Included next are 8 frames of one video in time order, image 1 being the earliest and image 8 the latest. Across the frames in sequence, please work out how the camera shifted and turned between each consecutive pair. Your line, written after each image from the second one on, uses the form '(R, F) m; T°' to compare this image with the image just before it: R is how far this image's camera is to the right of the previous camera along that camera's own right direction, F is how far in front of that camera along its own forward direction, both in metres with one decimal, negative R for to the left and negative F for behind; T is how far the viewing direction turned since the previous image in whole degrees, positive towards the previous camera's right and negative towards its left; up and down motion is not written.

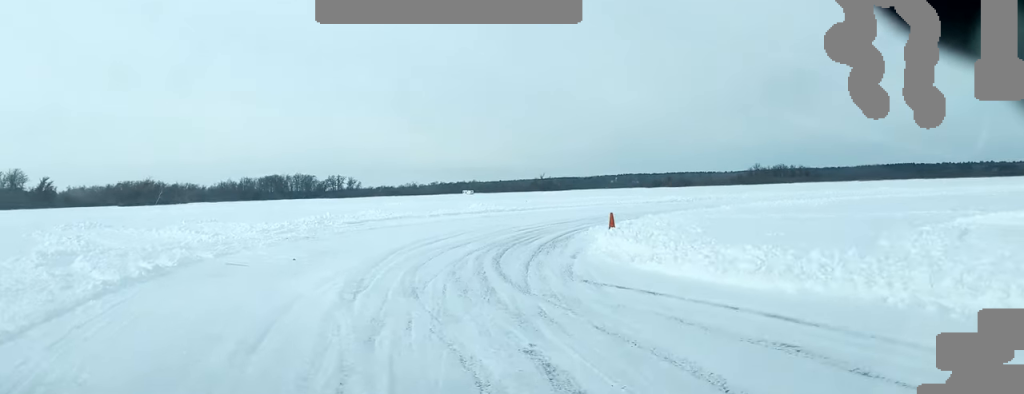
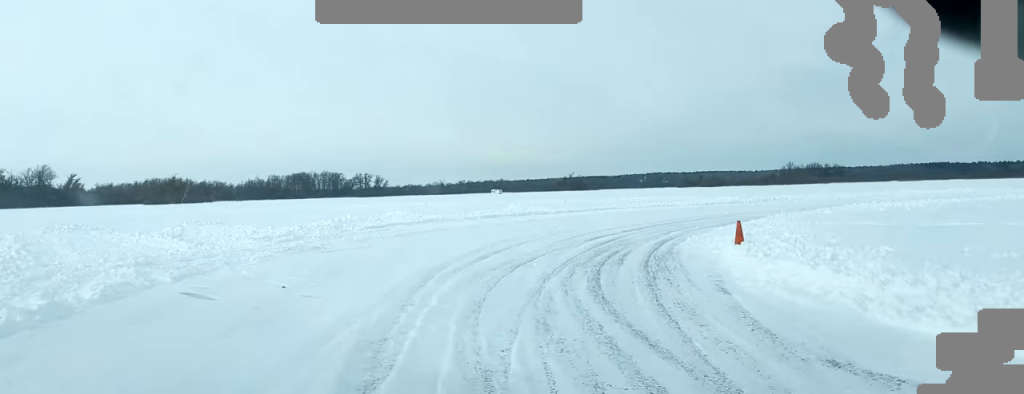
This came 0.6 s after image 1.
(-0.5, +7.2) m; 0°
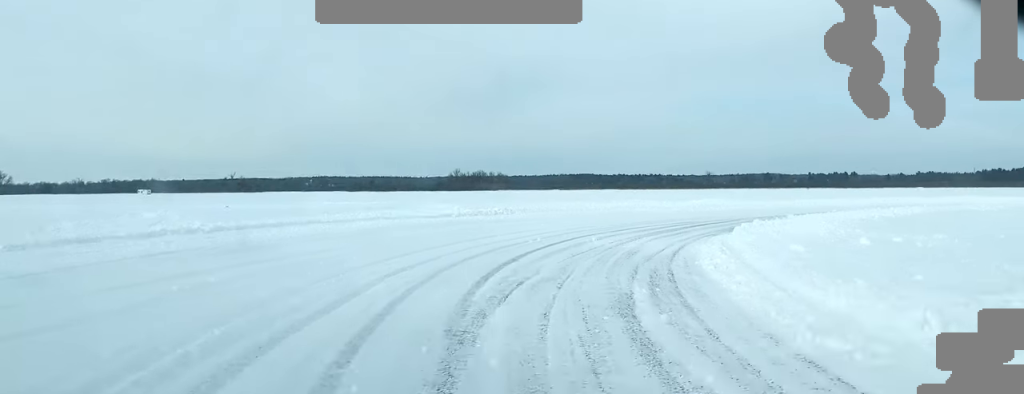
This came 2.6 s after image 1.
(+3.3, +21.8) m; +20°
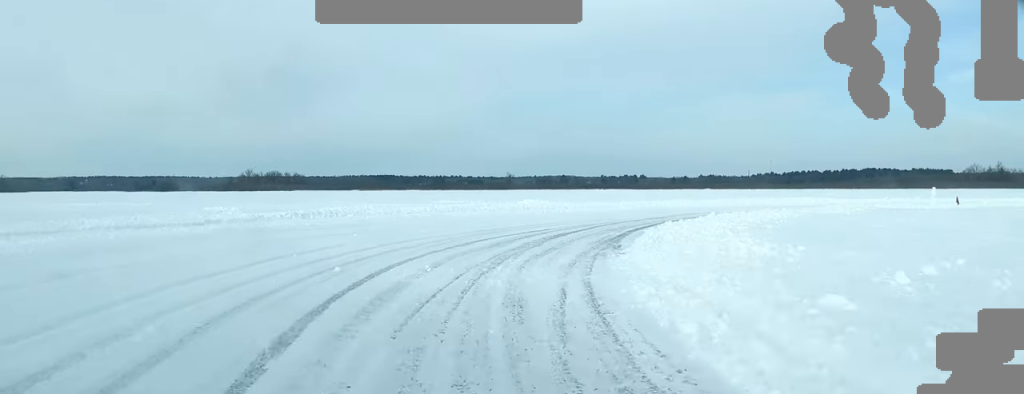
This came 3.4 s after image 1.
(+1.0, +9.7) m; +10°
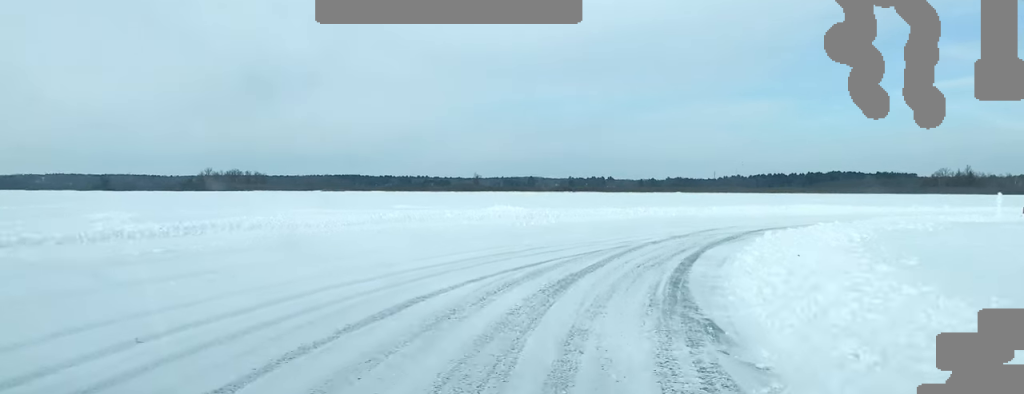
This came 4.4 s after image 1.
(+1.1, +11.8) m; +9°
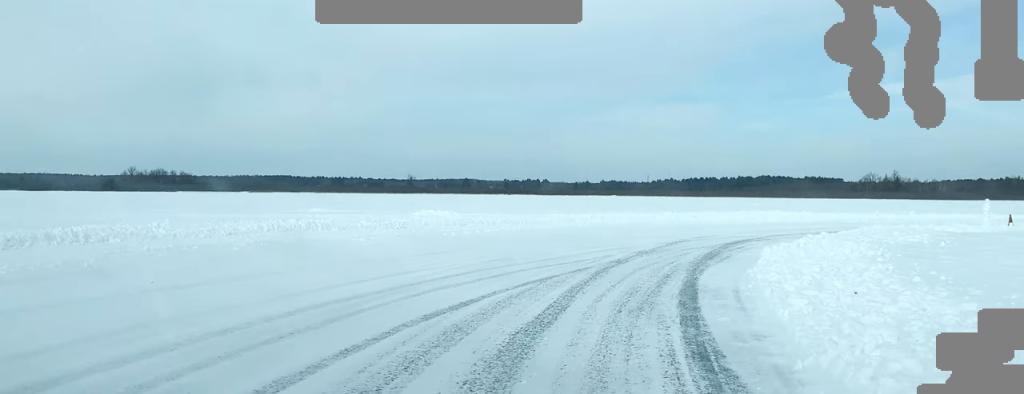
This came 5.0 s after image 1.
(+0.2, +6.3) m; +4°
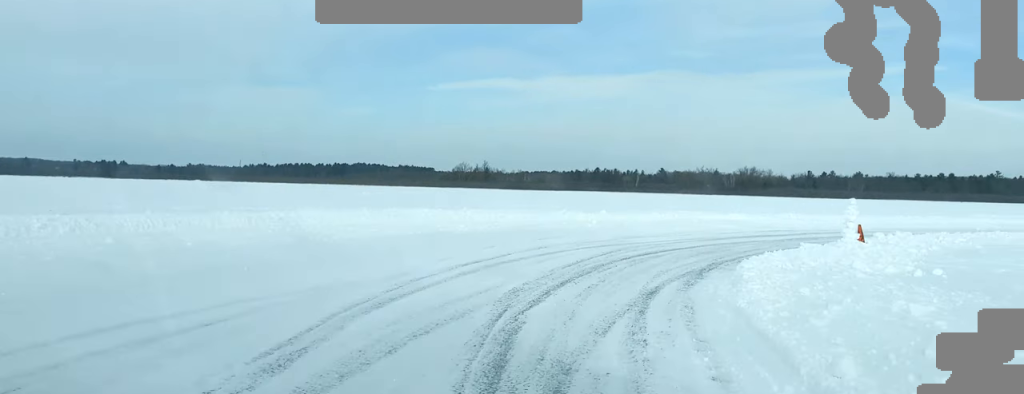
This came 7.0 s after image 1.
(+3.9, +23.7) m; +22°
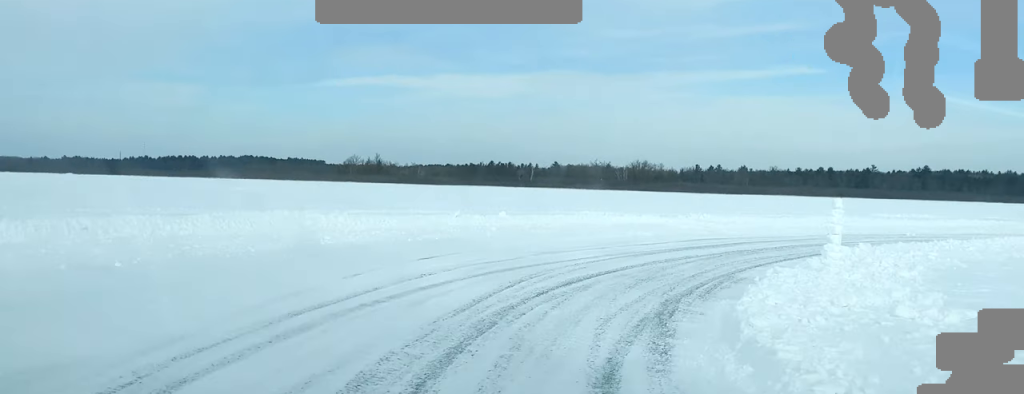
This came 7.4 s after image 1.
(+0.3, +5.6) m; +6°
